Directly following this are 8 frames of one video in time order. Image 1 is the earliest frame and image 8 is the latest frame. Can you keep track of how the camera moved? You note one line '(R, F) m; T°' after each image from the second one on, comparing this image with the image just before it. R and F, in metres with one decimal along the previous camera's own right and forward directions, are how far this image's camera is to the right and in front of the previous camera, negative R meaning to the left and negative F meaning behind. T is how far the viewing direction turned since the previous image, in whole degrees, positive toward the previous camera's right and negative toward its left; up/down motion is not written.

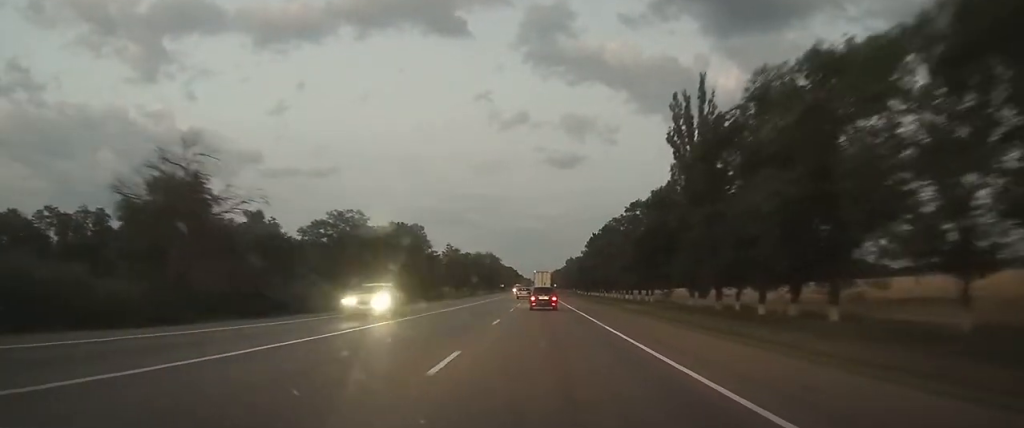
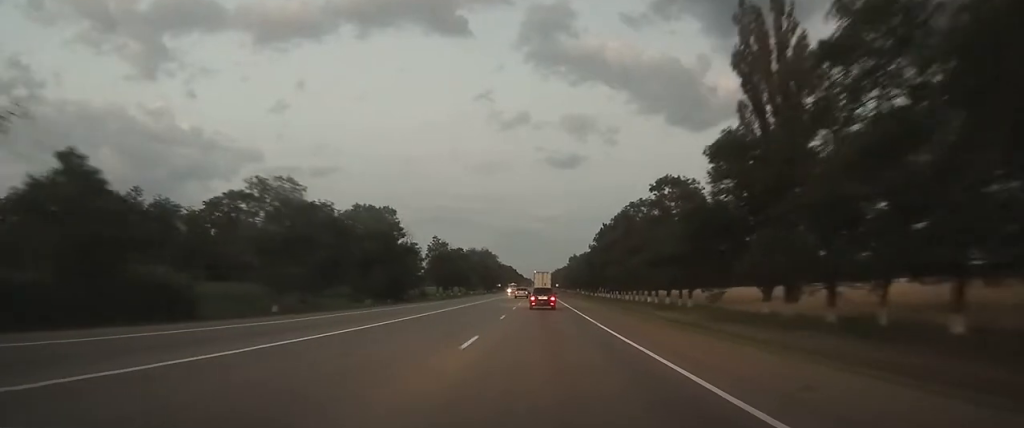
(-0.1, +20.2) m; 0°
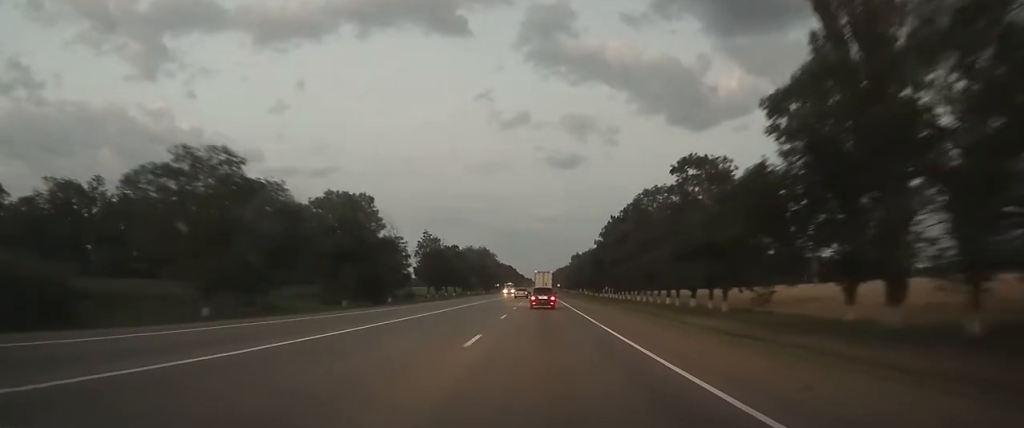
(+0.1, +11.4) m; 0°
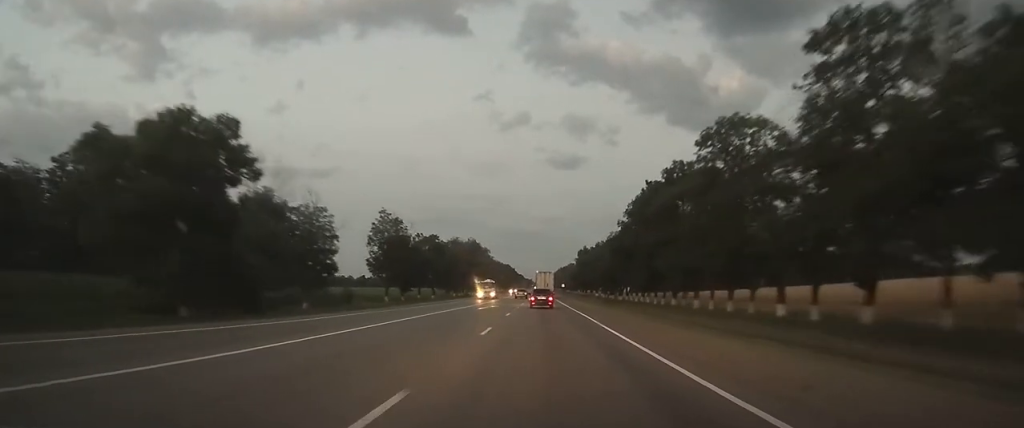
(+0.1, +33.1) m; 0°
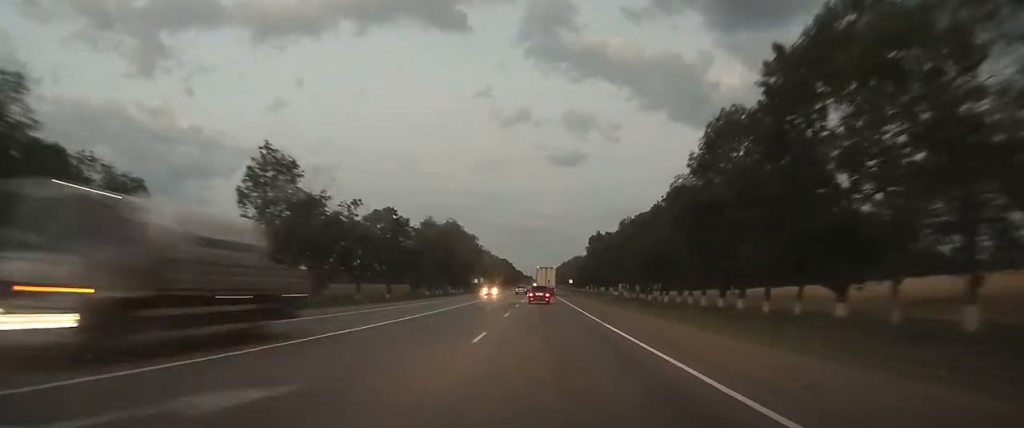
(-0.2, +38.7) m; -1°
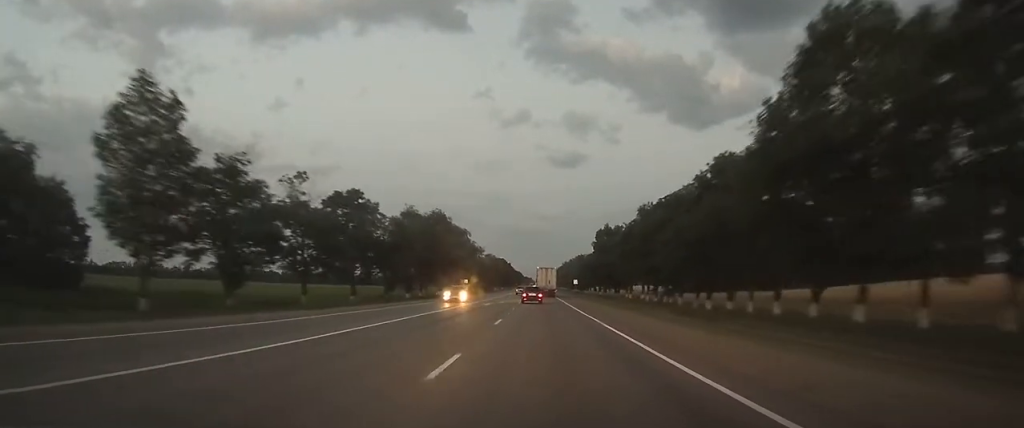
(-0.1, +17.6) m; 0°
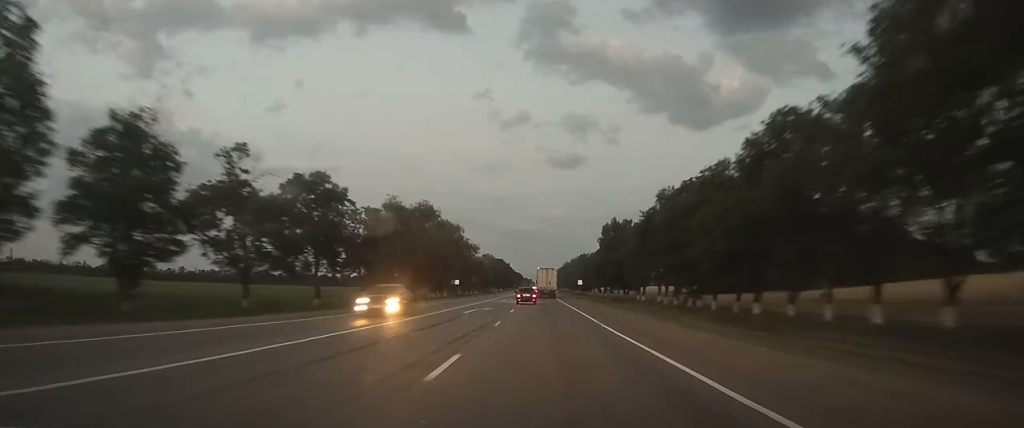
(0.0, +12.1) m; 0°
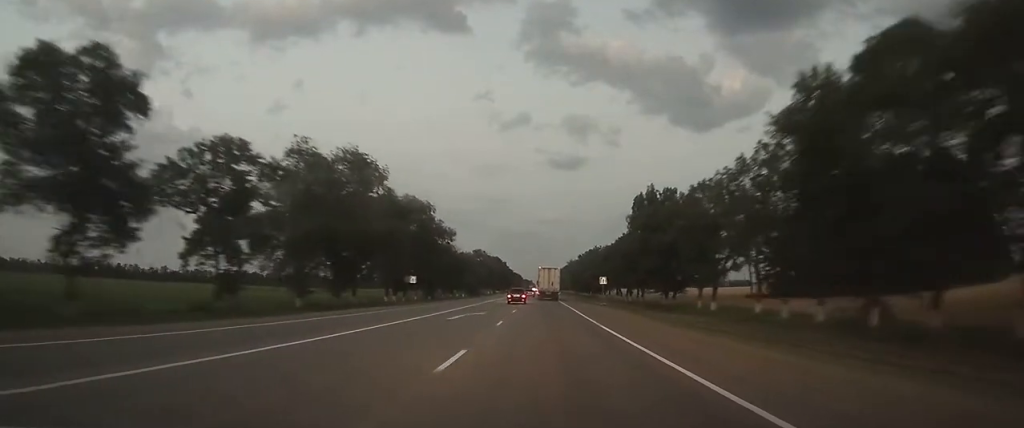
(-0.1, +35.1) m; 0°
